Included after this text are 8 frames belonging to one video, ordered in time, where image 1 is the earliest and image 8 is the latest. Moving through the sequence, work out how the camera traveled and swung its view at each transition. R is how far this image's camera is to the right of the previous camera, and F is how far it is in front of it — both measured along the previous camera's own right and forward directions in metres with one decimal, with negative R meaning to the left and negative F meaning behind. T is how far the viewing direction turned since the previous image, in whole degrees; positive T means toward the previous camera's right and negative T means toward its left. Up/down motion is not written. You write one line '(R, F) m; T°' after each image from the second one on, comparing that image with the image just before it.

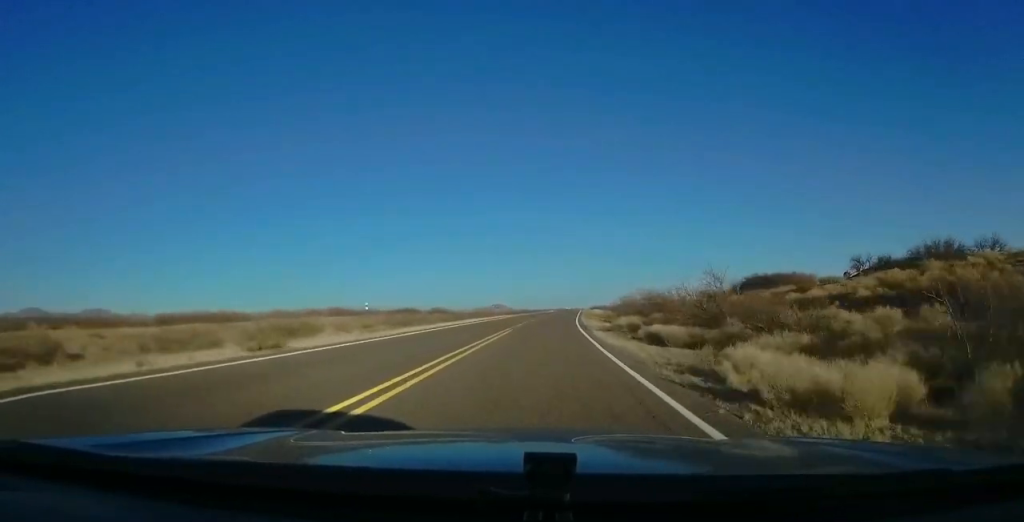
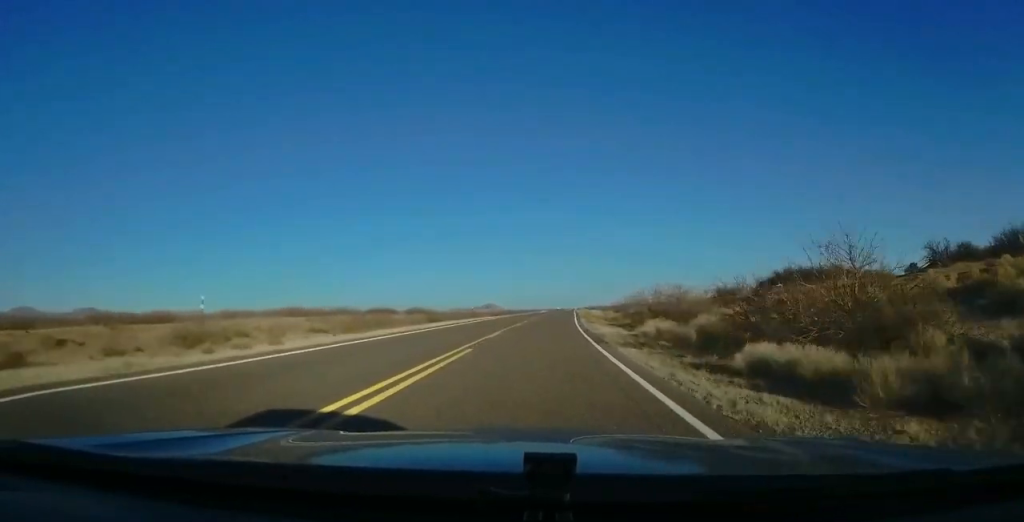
(0.0, +12.7) m; +1°
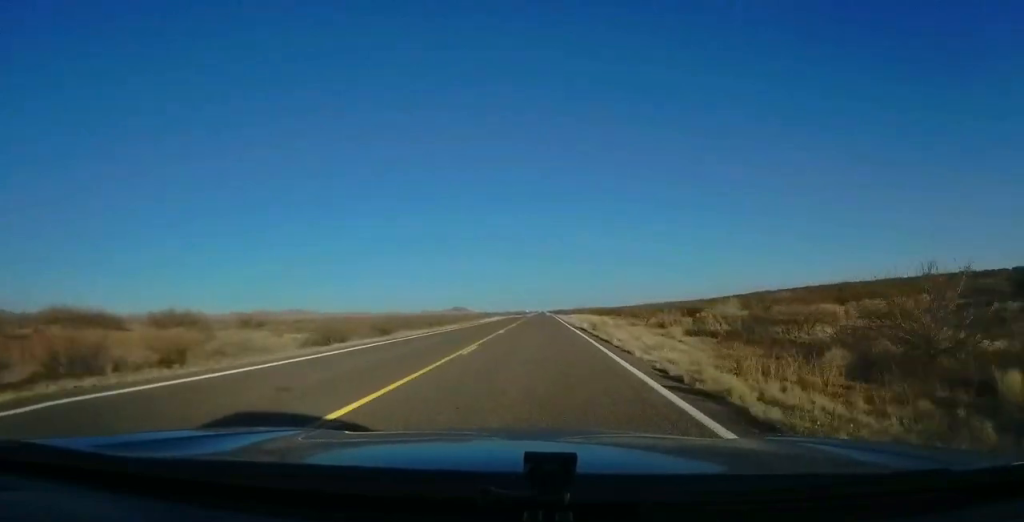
(+3.6, +68.2) m; +3°
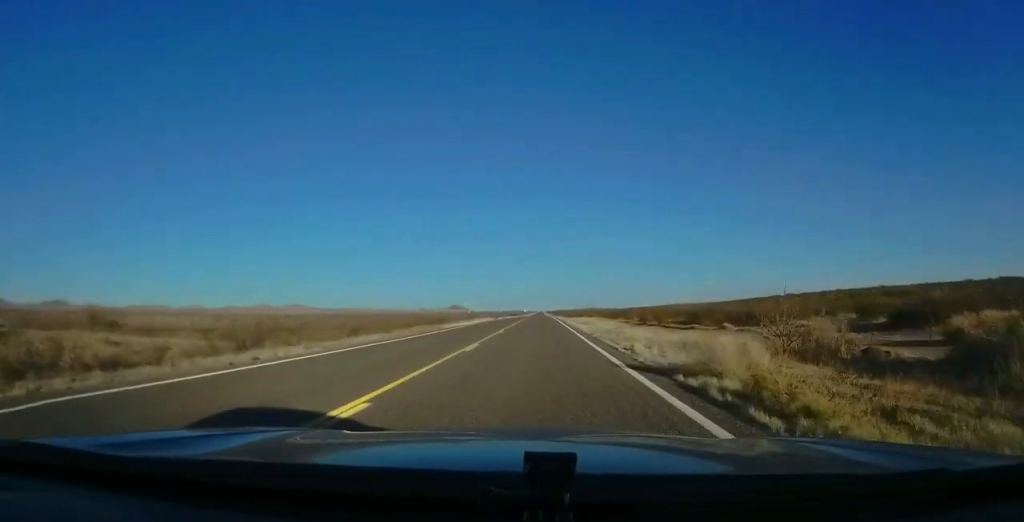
(-0.1, +23.5) m; -1°
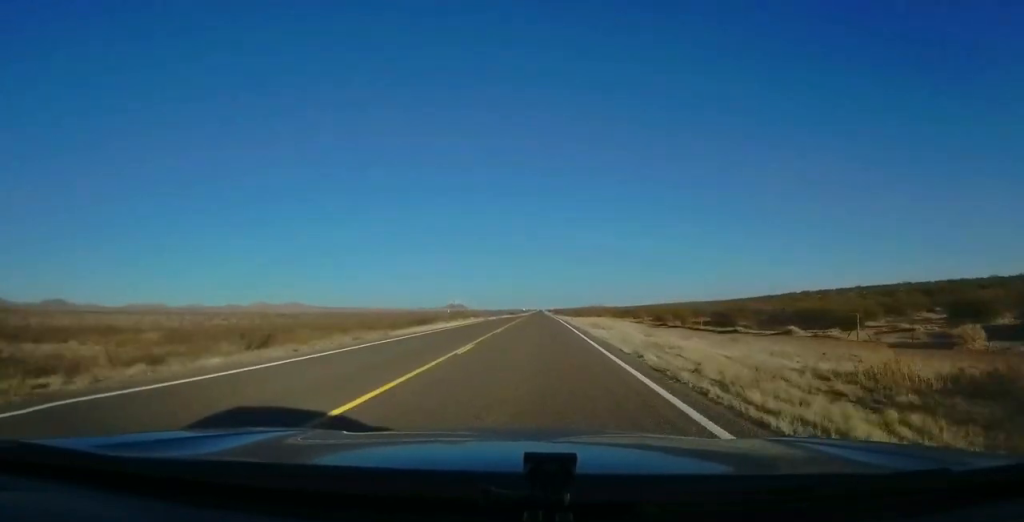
(-0.2, +13.7) m; 0°
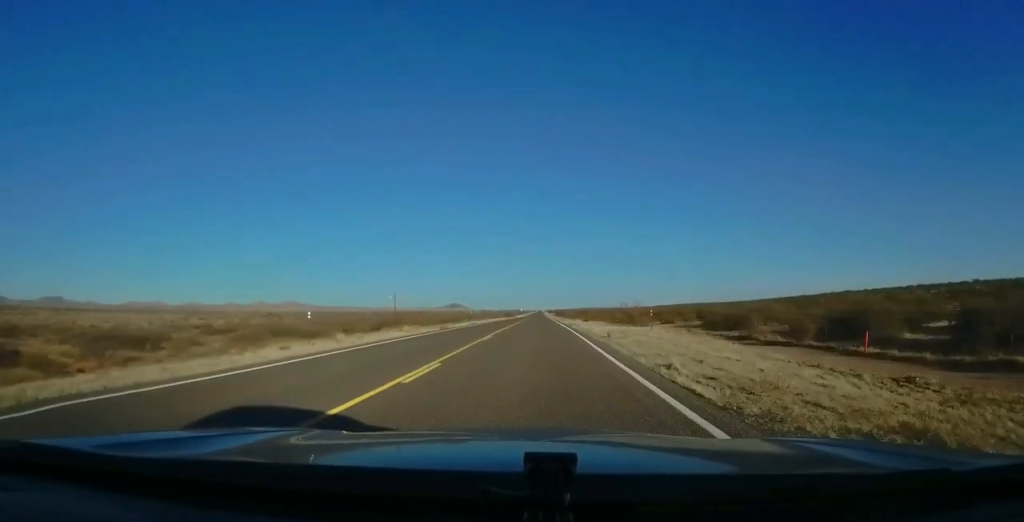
(+0.3, +30.4) m; 0°
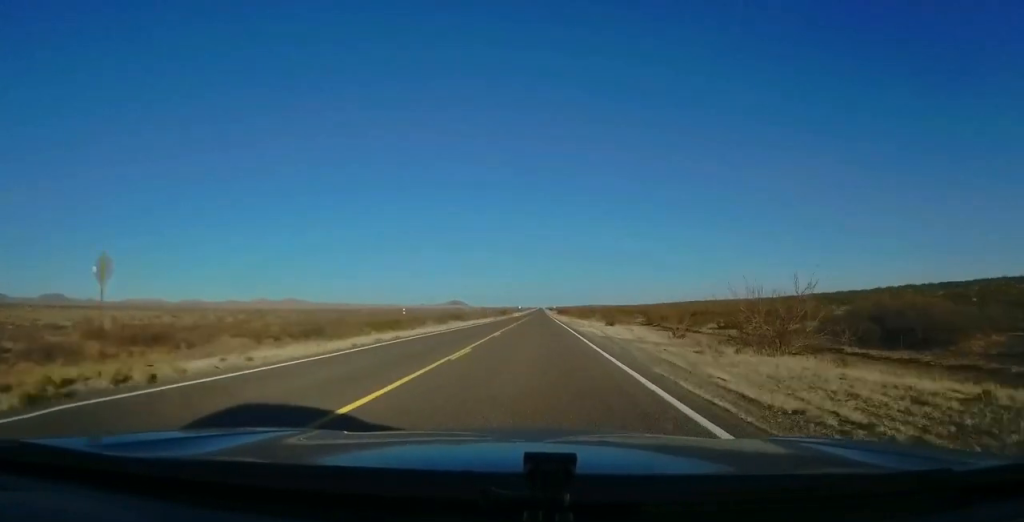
(-0.4, +32.4) m; -1°
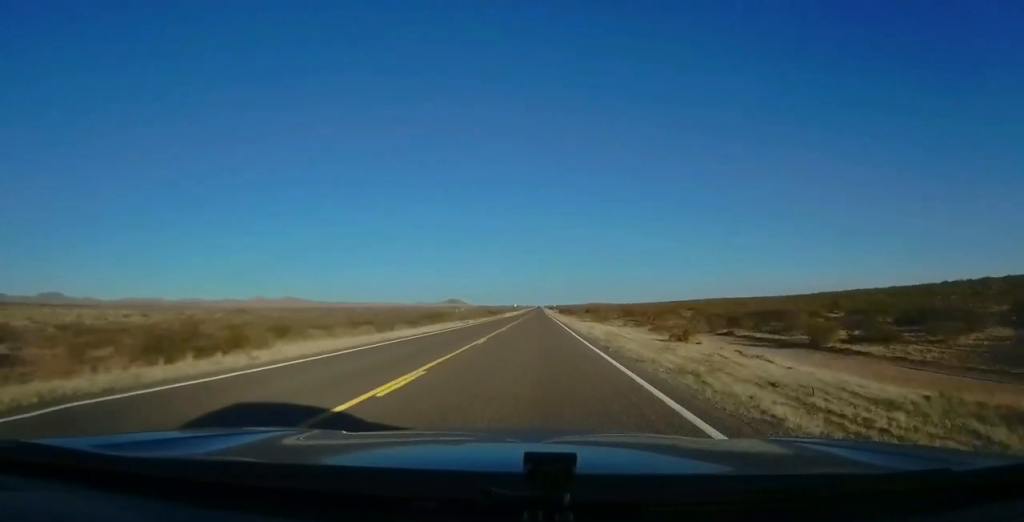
(-0.1, +30.6) m; 0°
